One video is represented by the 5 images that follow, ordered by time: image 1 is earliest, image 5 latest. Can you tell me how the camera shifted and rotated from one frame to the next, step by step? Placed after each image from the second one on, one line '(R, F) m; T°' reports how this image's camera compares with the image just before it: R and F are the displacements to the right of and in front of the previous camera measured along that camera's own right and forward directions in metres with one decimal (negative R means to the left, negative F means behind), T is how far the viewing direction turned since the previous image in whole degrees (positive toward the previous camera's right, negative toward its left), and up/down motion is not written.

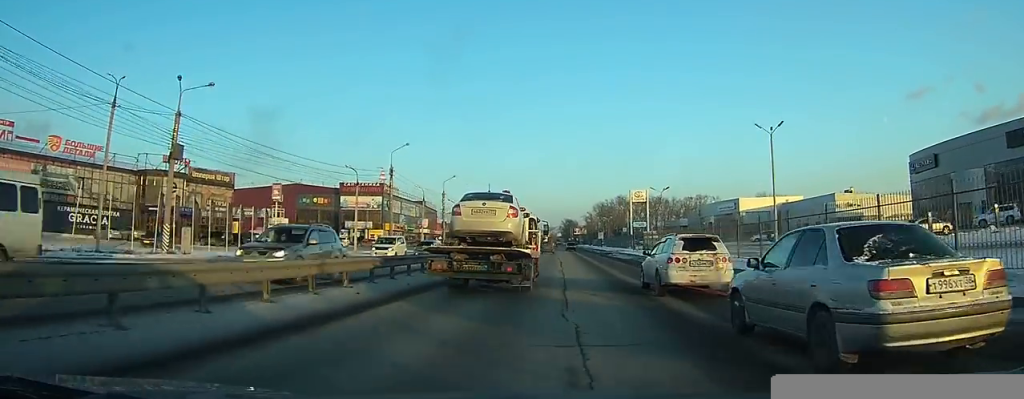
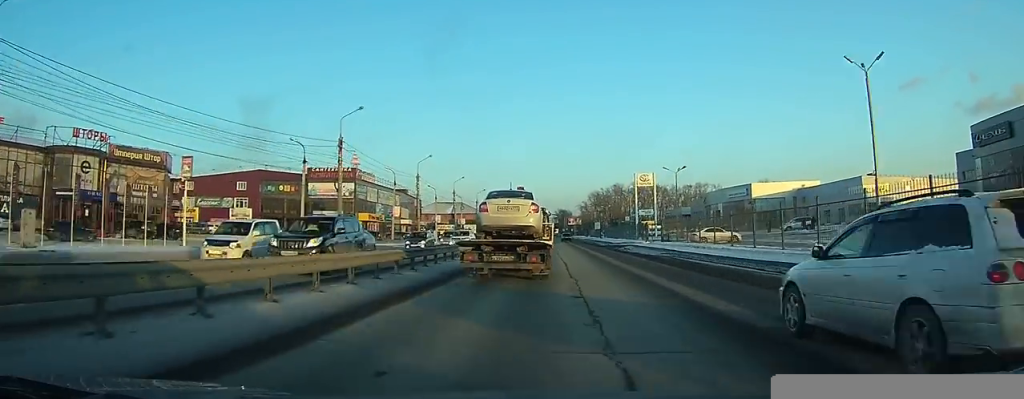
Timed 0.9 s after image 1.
(-0.1, +13.1) m; 0°
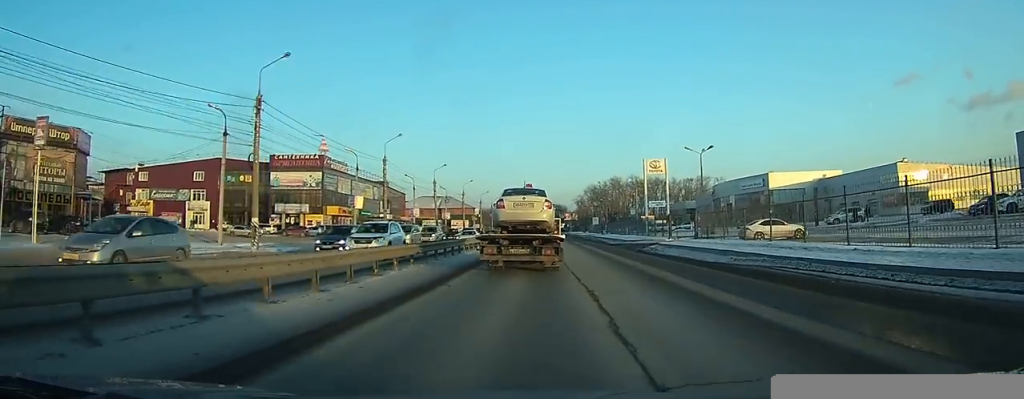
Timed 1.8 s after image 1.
(0.0, +13.4) m; 0°
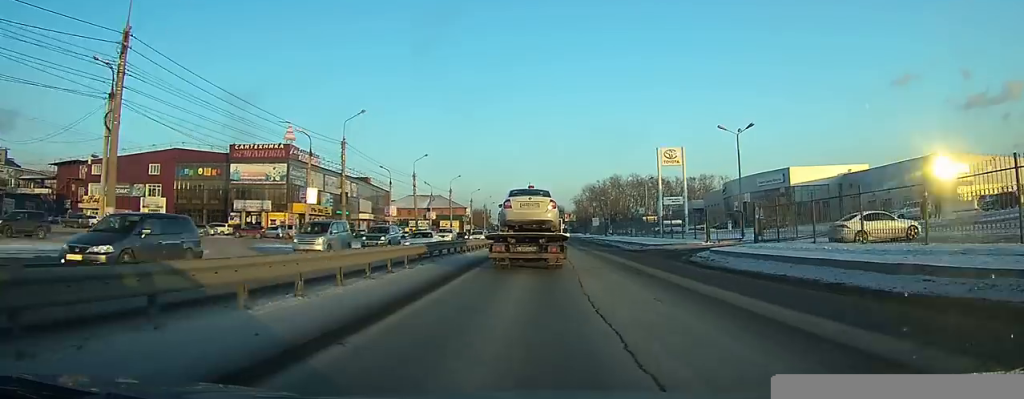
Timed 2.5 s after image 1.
(+0.1, +12.4) m; +1°
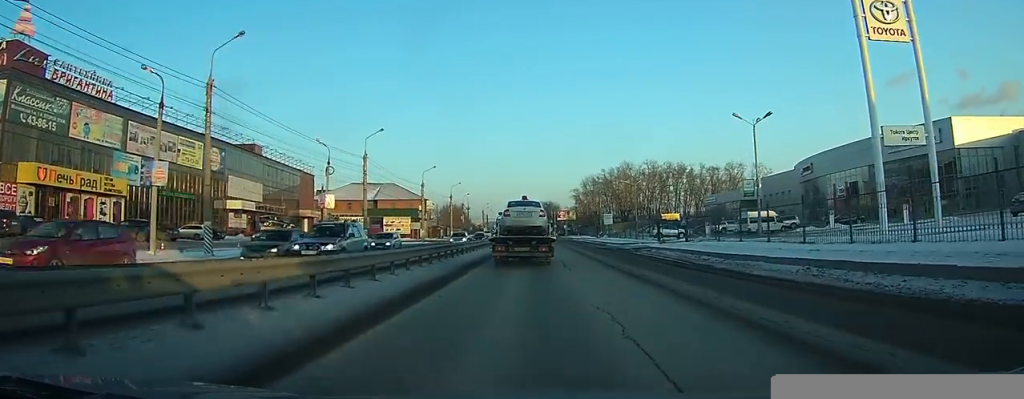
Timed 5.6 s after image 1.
(+0.4, +52.3) m; +1°
